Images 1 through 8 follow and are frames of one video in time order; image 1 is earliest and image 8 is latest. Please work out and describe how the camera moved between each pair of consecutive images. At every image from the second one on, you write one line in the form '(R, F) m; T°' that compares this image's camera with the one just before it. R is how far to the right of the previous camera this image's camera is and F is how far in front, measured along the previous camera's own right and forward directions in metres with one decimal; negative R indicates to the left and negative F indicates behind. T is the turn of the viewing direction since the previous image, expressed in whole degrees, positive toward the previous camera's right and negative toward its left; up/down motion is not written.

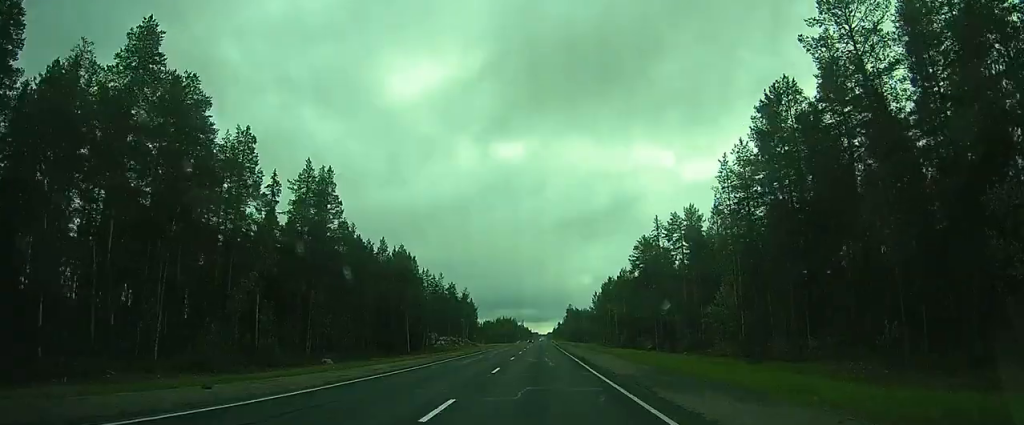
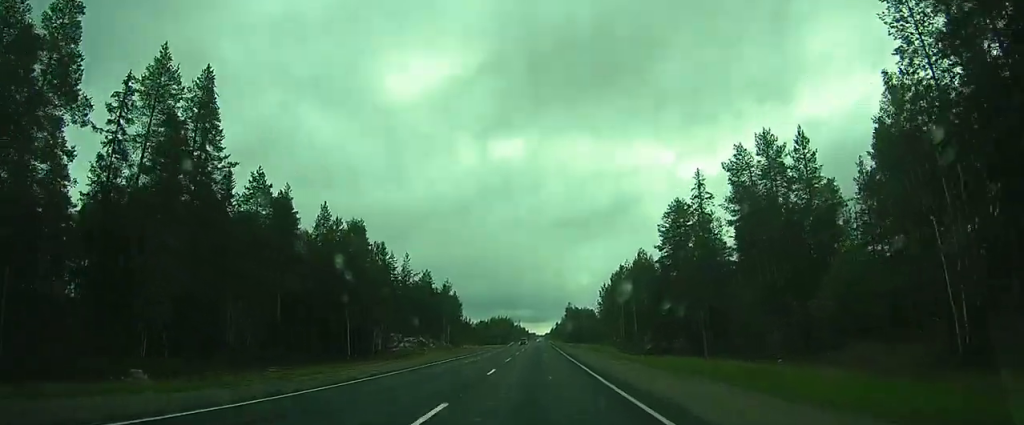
(0.0, +24.2) m; 0°
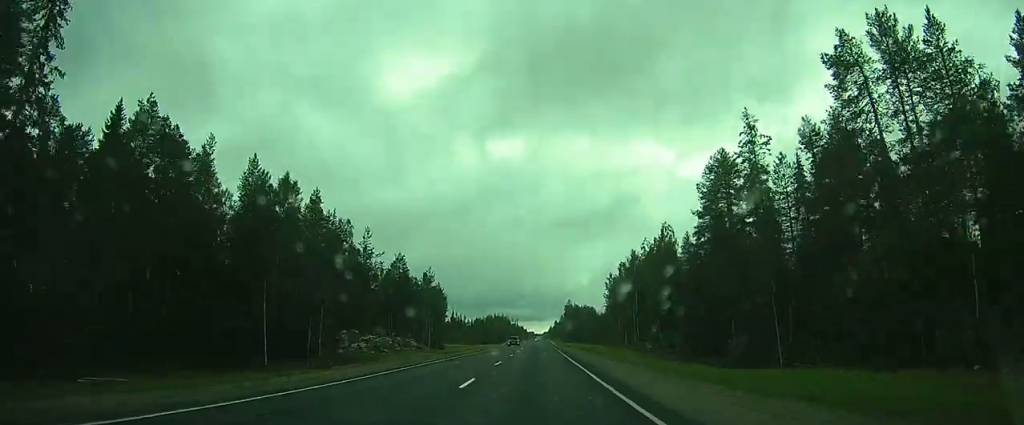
(+0.1, +17.4) m; 0°
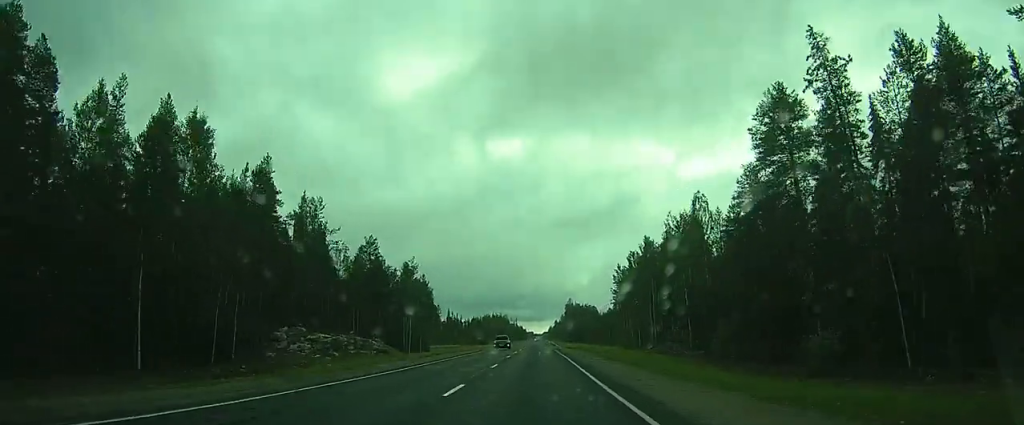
(0.0, +13.6) m; 0°
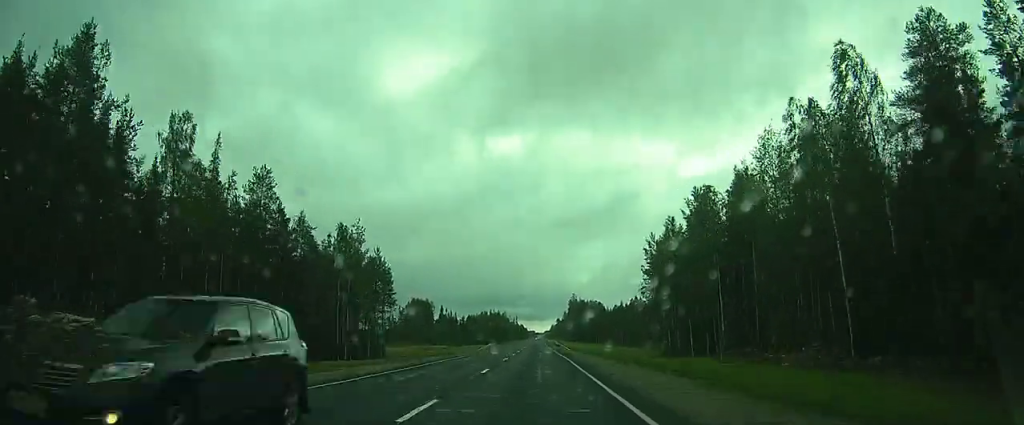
(-0.1, +27.1) m; 0°
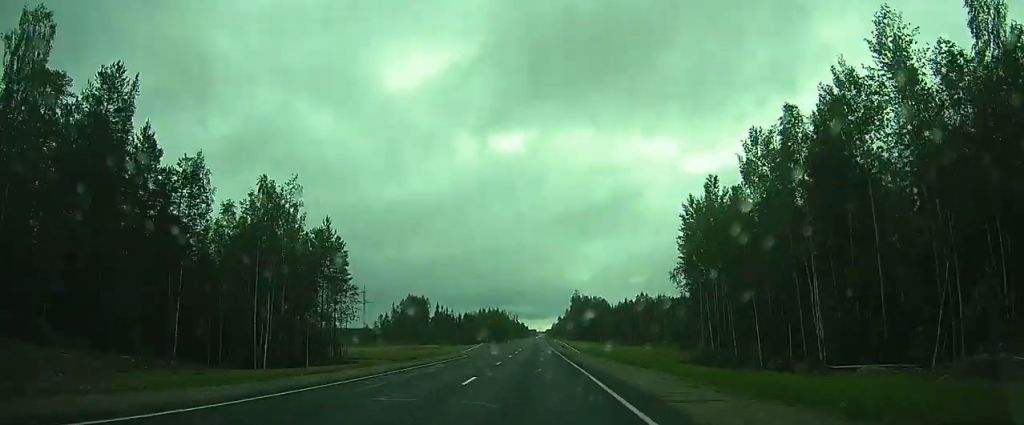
(+0.1, +16.5) m; 0°
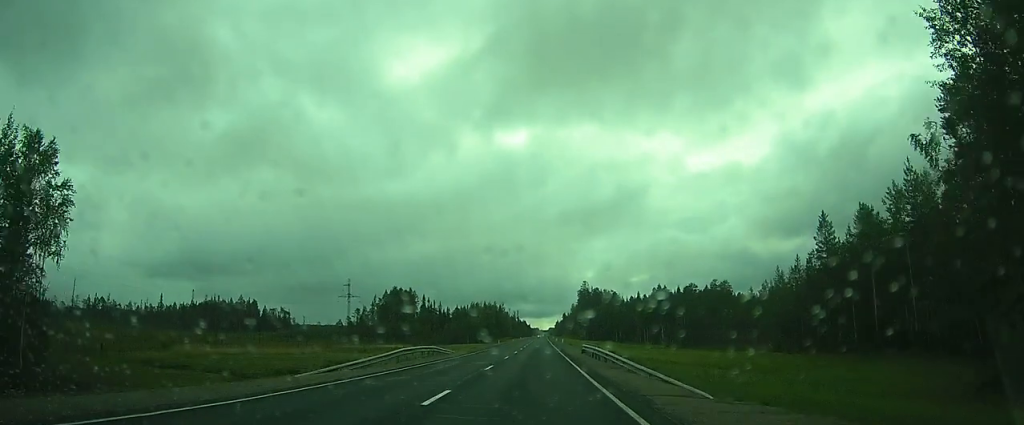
(-0.2, +39.7) m; 0°
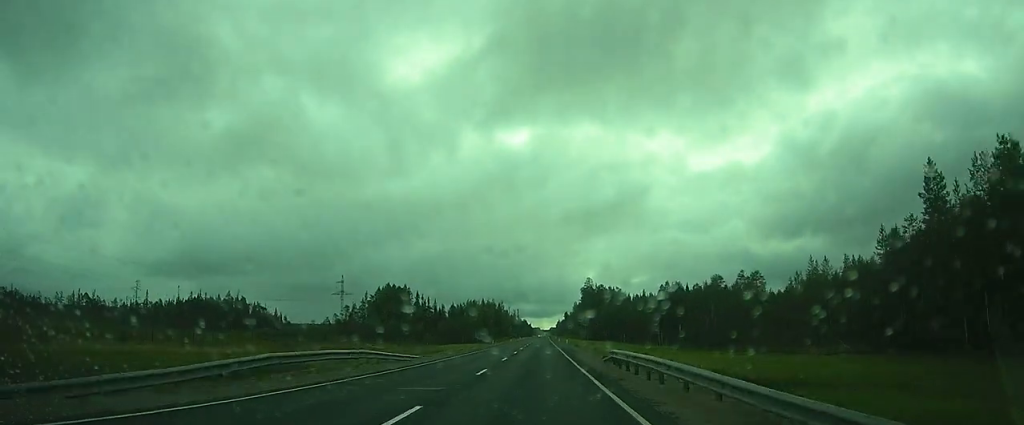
(+0.2, +15.0) m; 0°
